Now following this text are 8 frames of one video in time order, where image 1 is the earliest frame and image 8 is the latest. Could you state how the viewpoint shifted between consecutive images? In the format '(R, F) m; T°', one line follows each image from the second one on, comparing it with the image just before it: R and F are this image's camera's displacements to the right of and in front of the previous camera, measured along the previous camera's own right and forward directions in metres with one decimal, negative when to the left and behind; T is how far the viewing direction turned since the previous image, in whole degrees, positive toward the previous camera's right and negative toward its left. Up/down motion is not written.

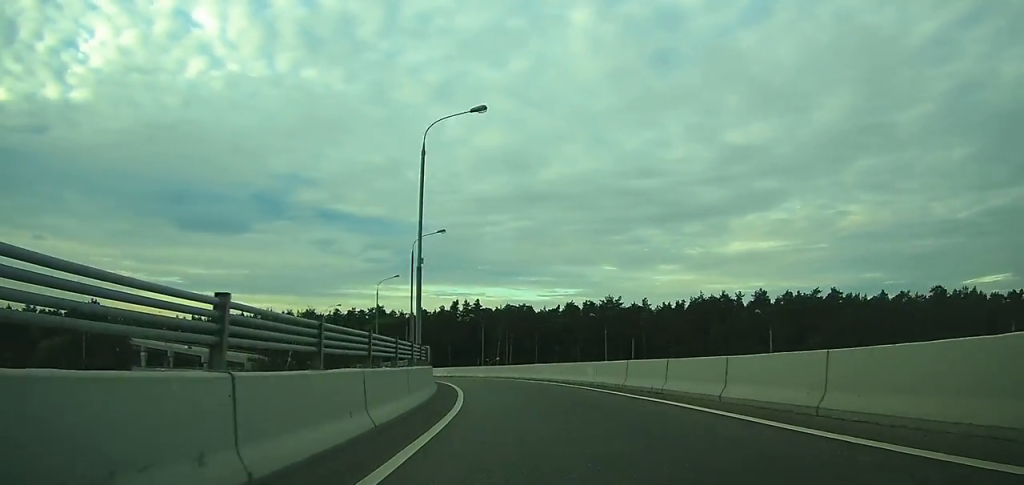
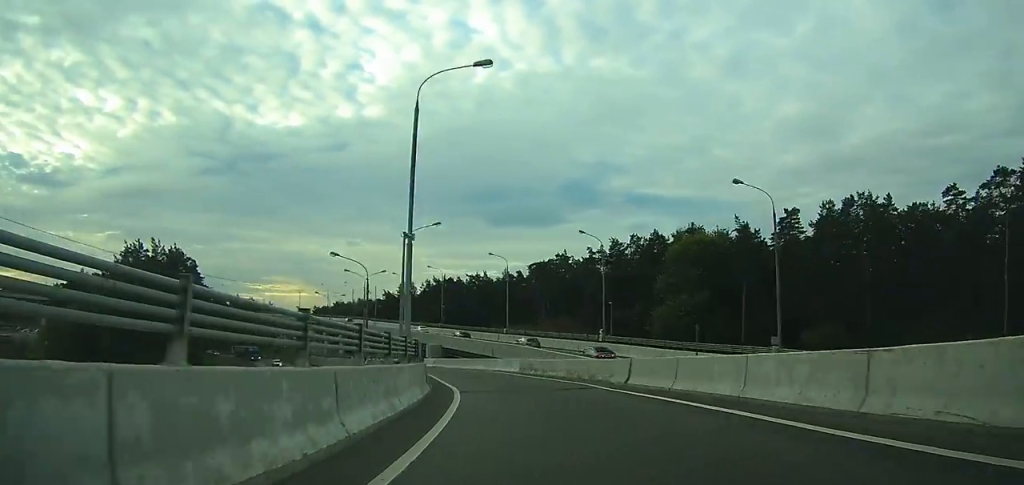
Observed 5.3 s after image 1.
(-22.9, +76.4) m; -32°
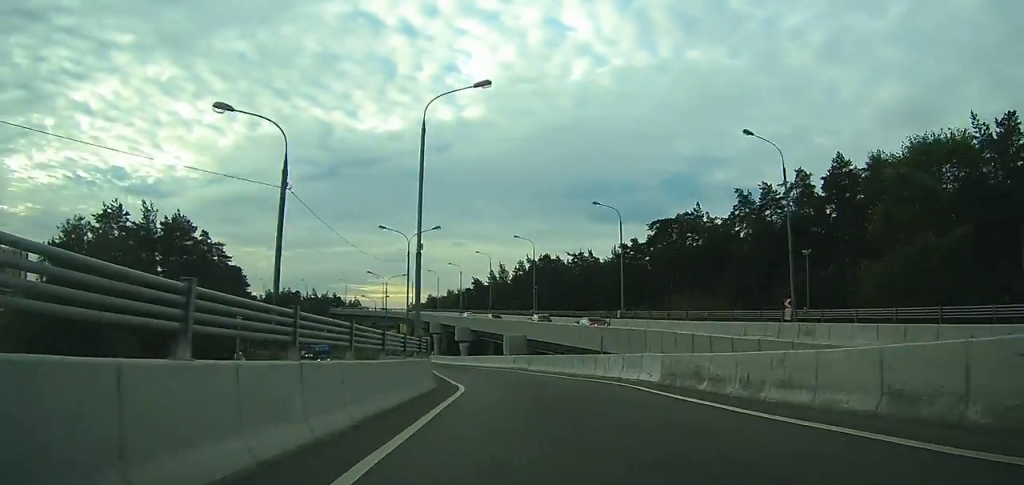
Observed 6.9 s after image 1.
(-1.3, +27.3) m; -9°
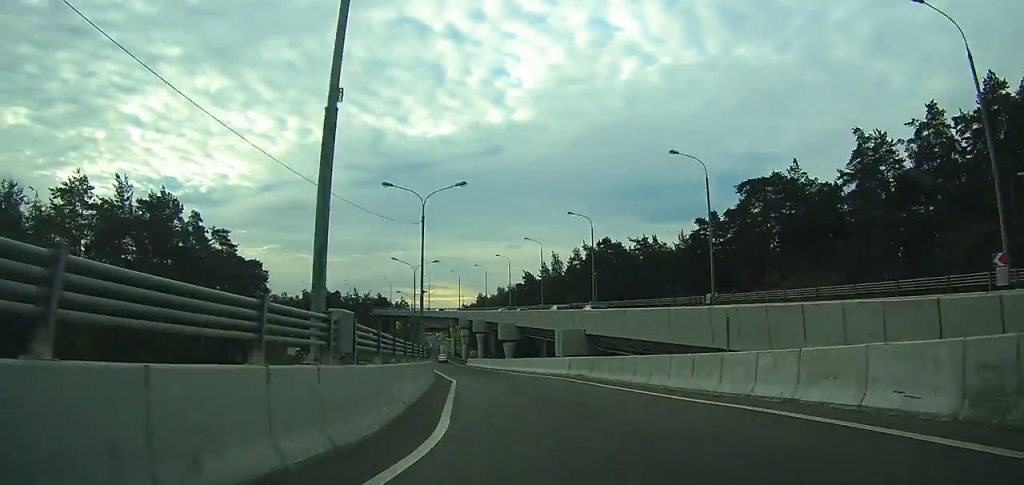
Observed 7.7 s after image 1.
(-1.4, +15.1) m; -5°
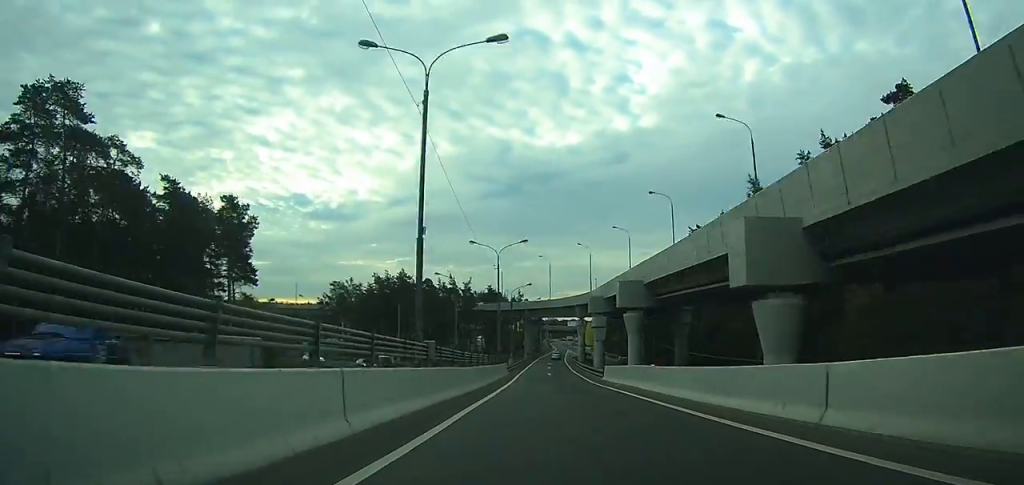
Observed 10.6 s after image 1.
(-6.1, +49.3) m; -12°
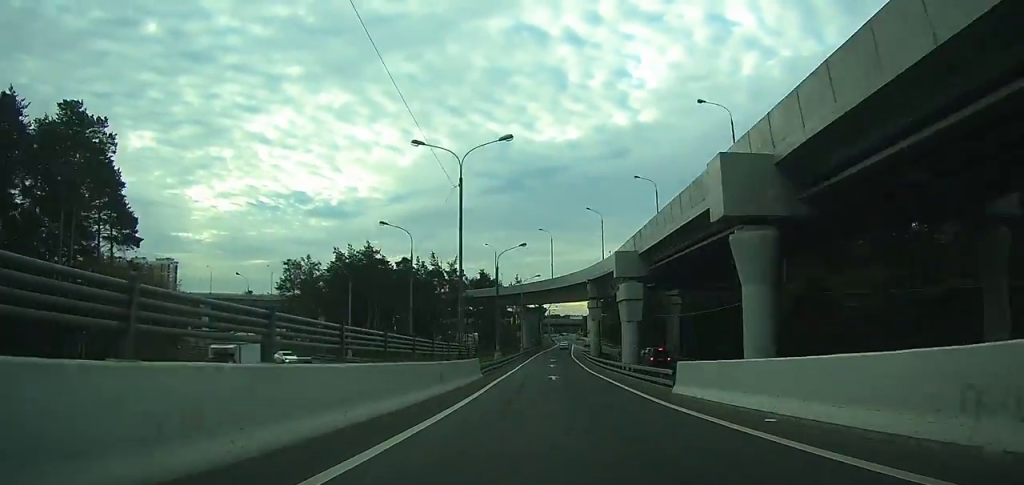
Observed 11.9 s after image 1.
(-0.8, +23.1) m; -2°
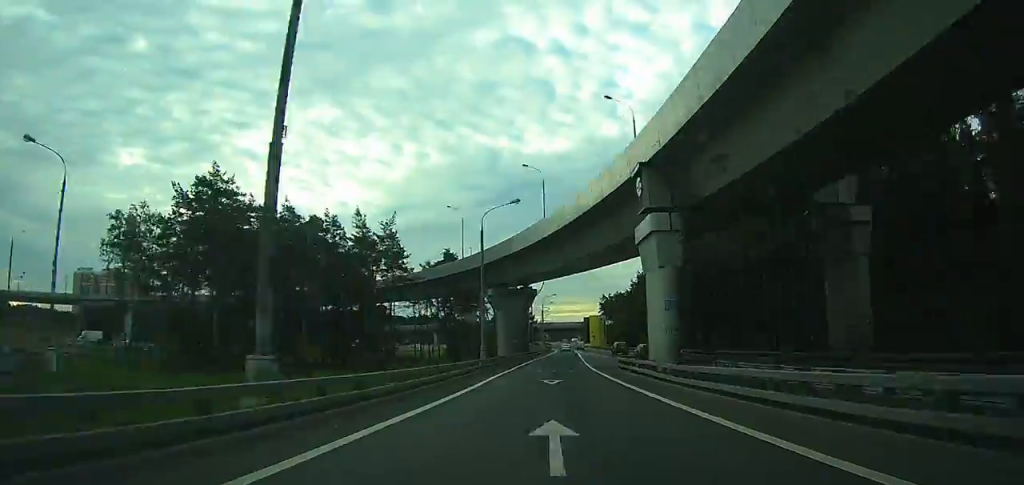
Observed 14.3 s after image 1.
(-0.7, +41.3) m; -1°
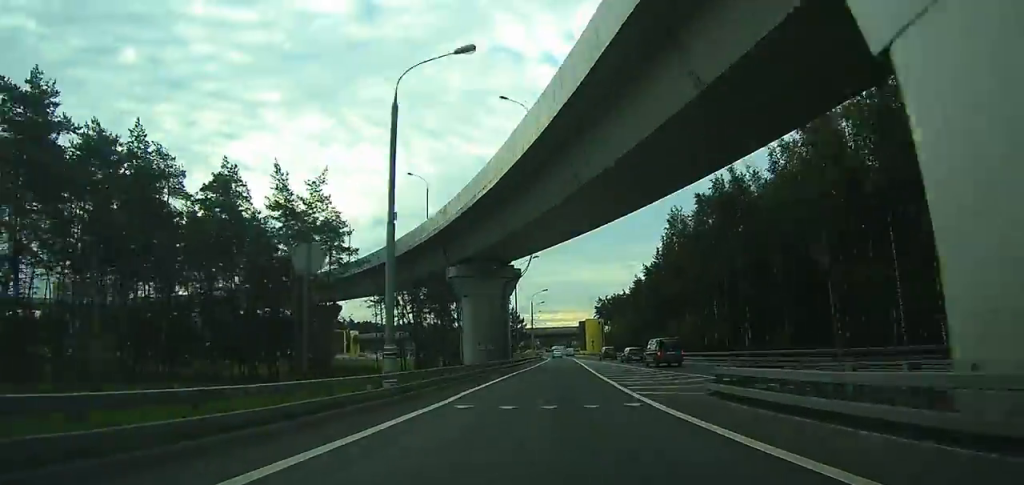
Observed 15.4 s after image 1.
(+0.1, +21.7) m; 0°
